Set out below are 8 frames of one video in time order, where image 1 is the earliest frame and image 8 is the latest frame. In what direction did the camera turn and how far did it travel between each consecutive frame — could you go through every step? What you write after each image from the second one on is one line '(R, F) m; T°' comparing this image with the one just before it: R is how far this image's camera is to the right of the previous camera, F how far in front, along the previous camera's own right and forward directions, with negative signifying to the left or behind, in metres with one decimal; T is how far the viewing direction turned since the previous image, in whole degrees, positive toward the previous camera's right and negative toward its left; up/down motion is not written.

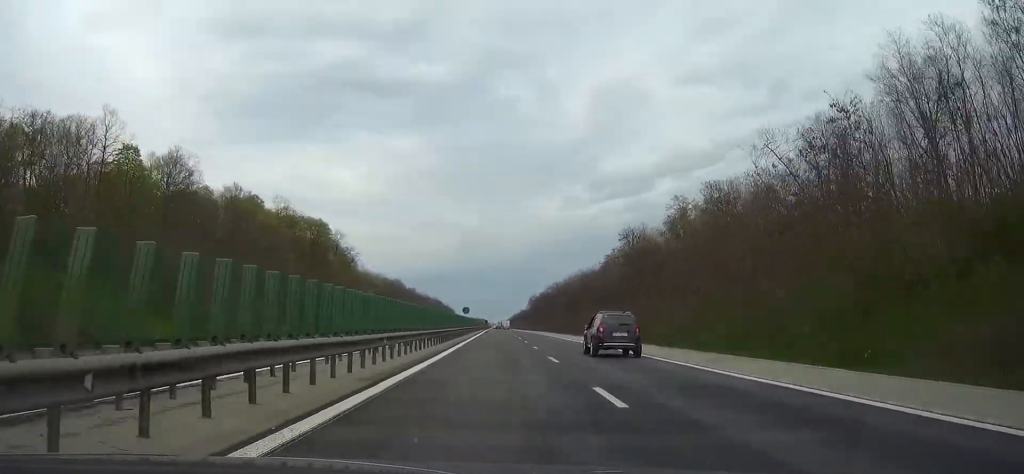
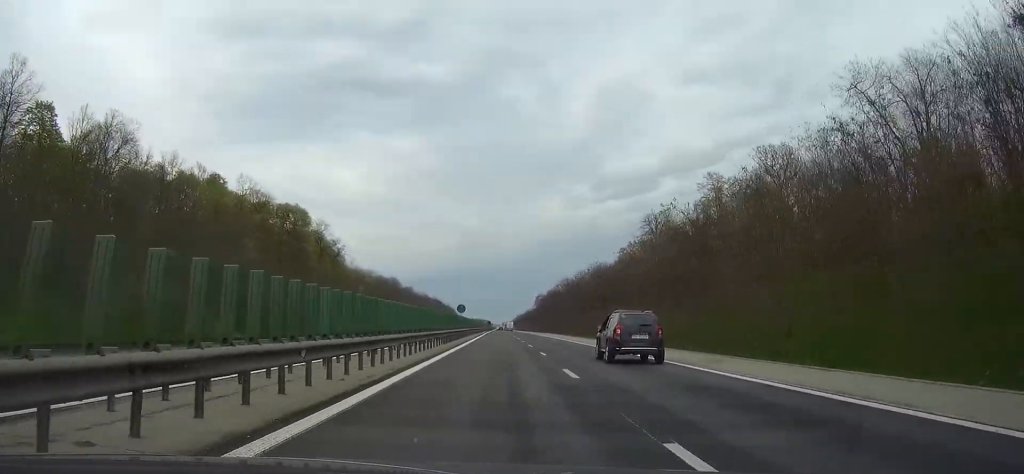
(0.0, +18.0) m; 0°
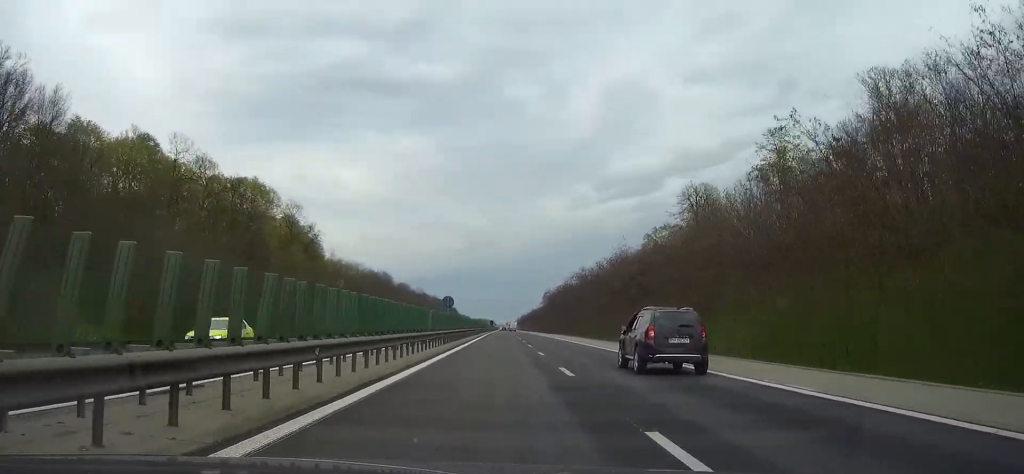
(0.0, +22.9) m; 0°
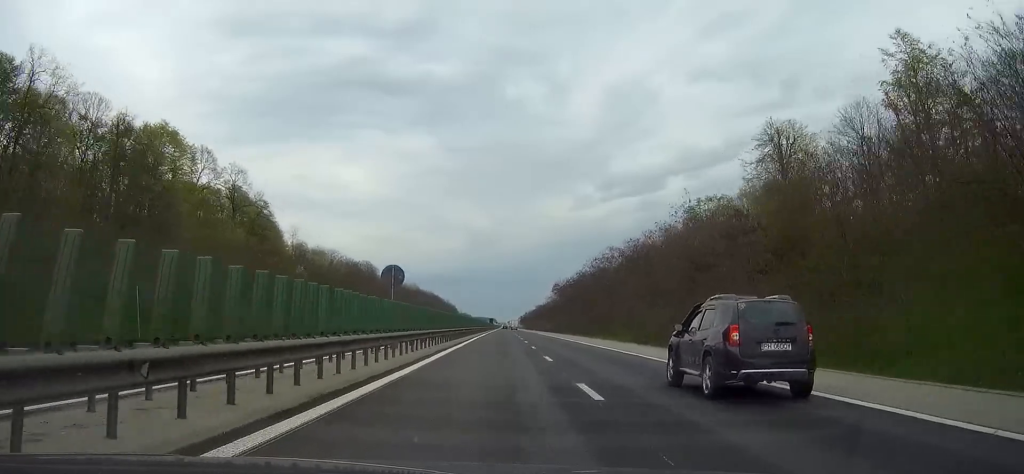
(-0.1, +29.4) m; 0°
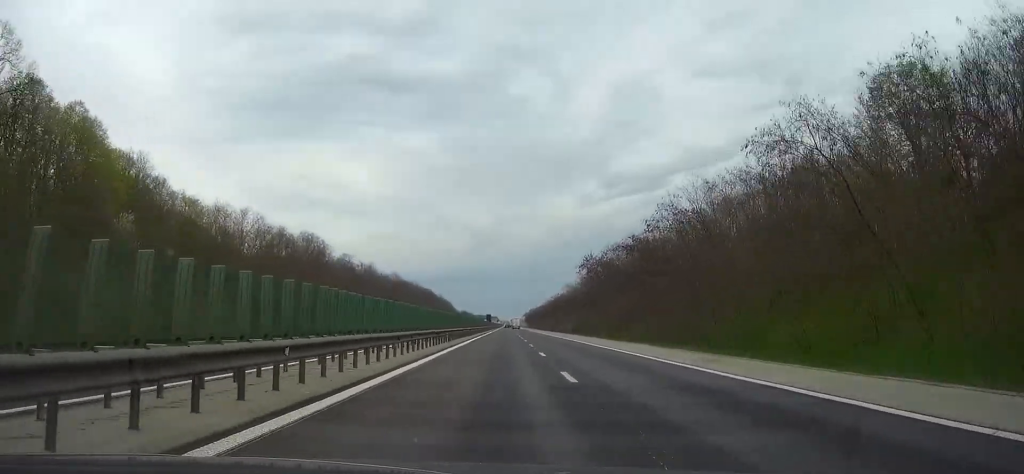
(-0.2, +56.0) m; 0°
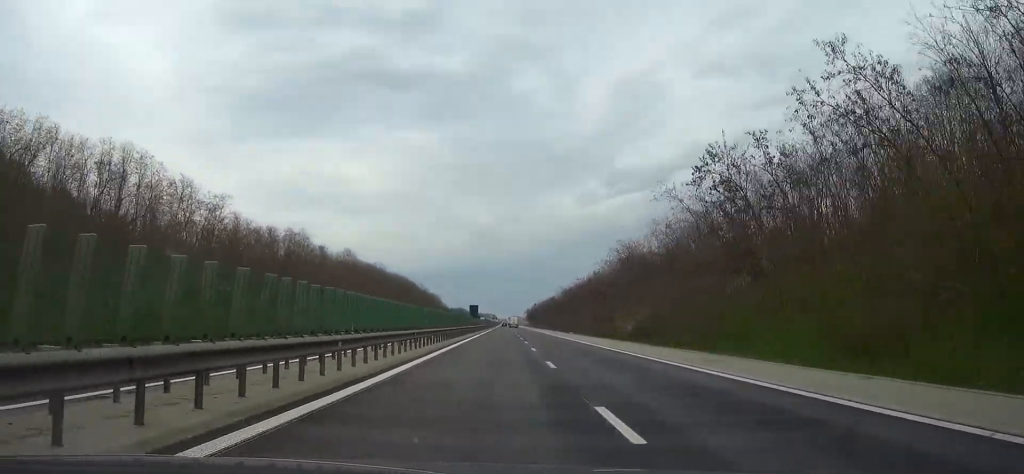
(-0.1, +66.9) m; 0°
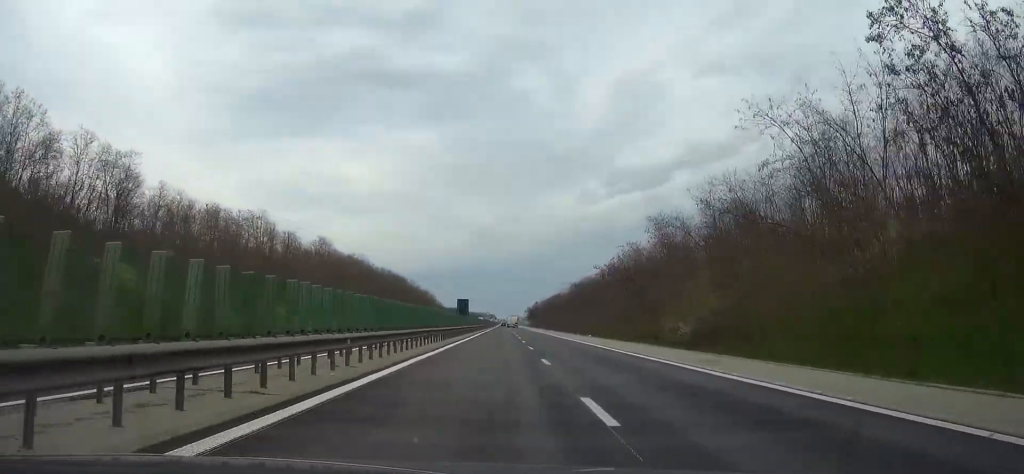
(0.0, +22.8) m; 0°
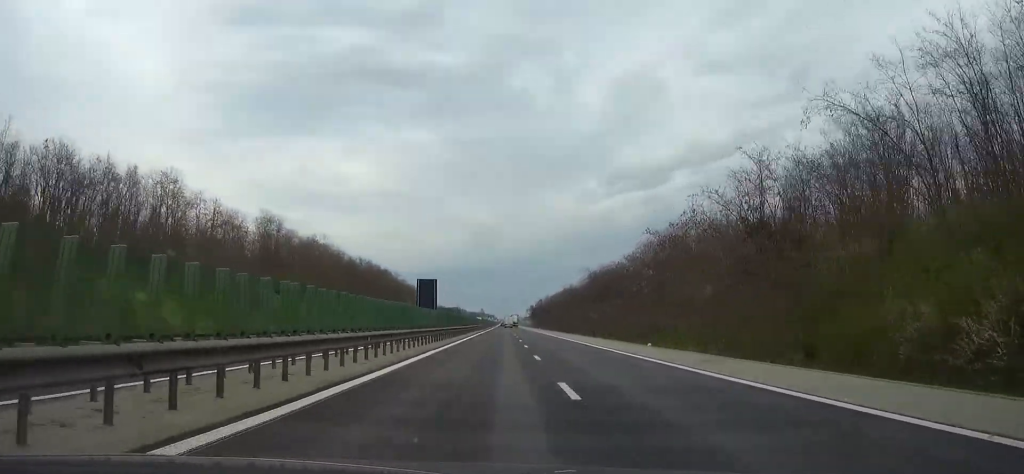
(+0.1, +32.9) m; 0°
